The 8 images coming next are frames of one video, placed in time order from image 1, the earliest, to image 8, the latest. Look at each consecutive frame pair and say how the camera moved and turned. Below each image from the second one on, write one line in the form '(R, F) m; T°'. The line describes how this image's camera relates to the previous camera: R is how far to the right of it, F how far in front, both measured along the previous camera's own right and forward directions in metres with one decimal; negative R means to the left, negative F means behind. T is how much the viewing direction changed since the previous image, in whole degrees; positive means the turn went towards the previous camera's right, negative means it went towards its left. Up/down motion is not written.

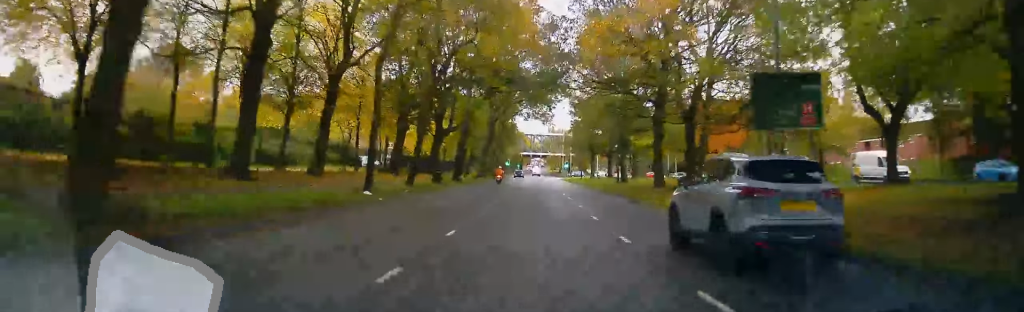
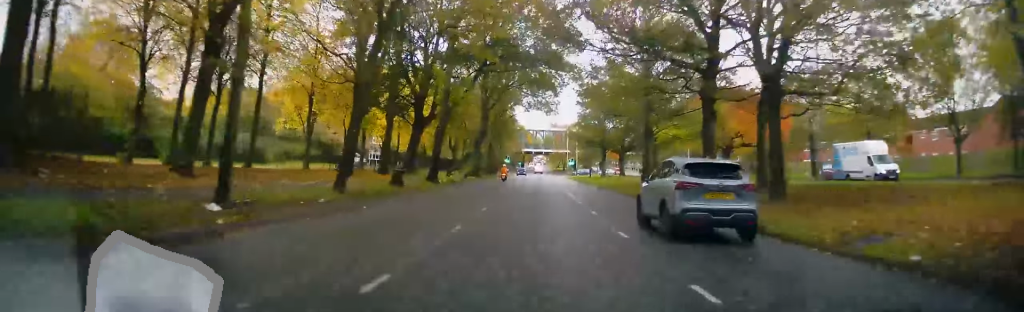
(0.0, +10.7) m; 0°
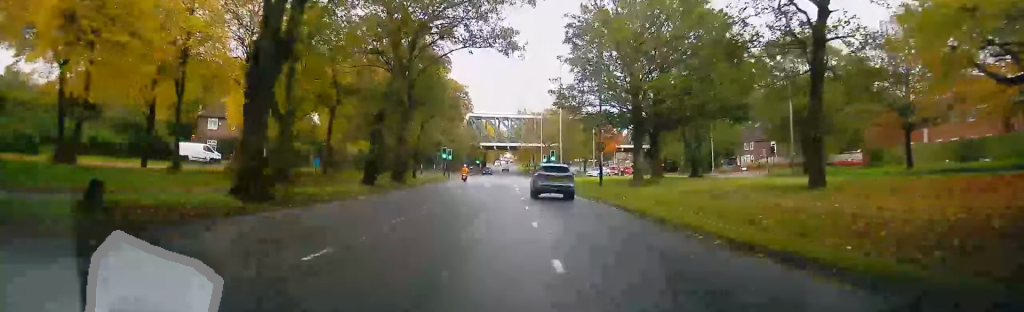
(+1.0, +40.1) m; 0°
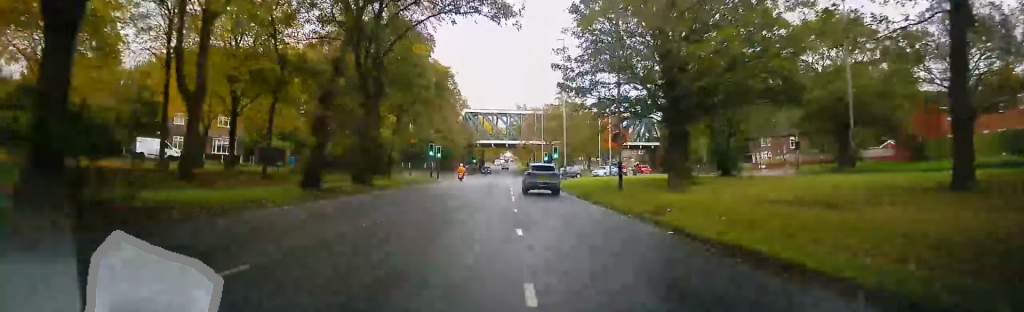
(0.0, +8.1) m; 0°
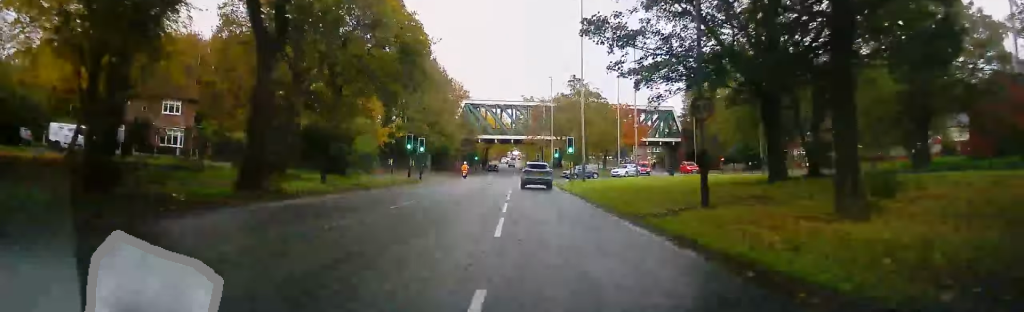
(+0.1, +12.6) m; 0°
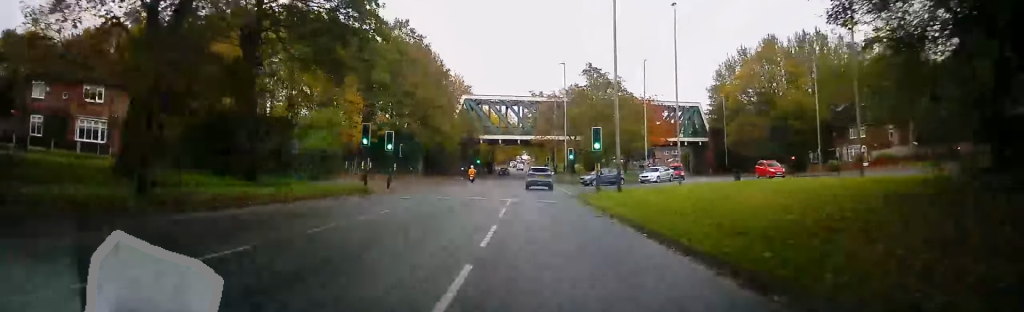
(-0.1, +12.7) m; -1°
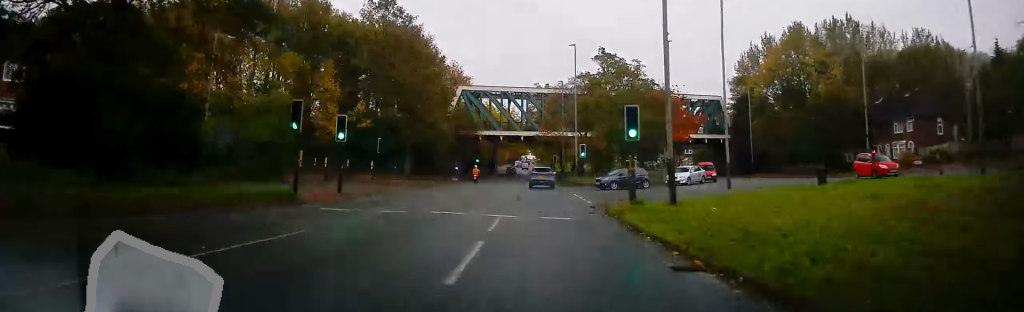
(-0.2, +9.2) m; 0°
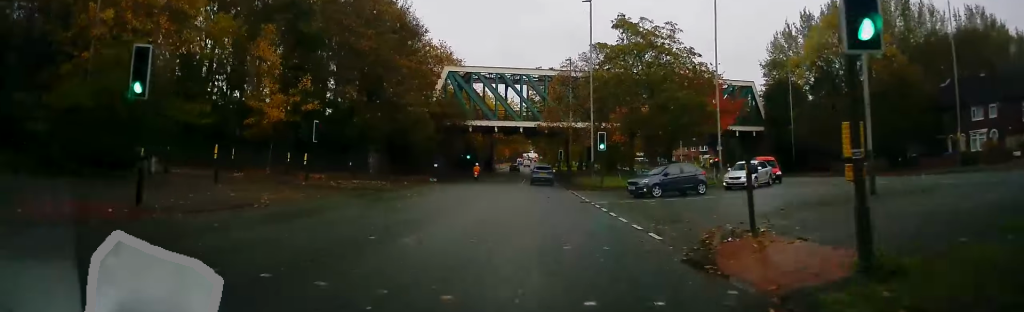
(+0.3, +14.0) m; +1°
